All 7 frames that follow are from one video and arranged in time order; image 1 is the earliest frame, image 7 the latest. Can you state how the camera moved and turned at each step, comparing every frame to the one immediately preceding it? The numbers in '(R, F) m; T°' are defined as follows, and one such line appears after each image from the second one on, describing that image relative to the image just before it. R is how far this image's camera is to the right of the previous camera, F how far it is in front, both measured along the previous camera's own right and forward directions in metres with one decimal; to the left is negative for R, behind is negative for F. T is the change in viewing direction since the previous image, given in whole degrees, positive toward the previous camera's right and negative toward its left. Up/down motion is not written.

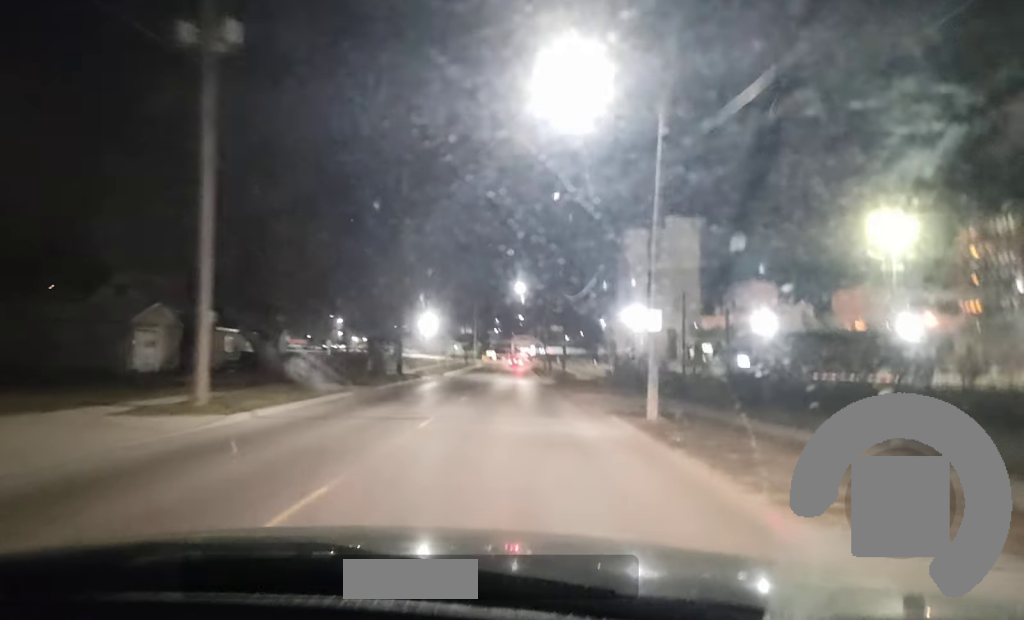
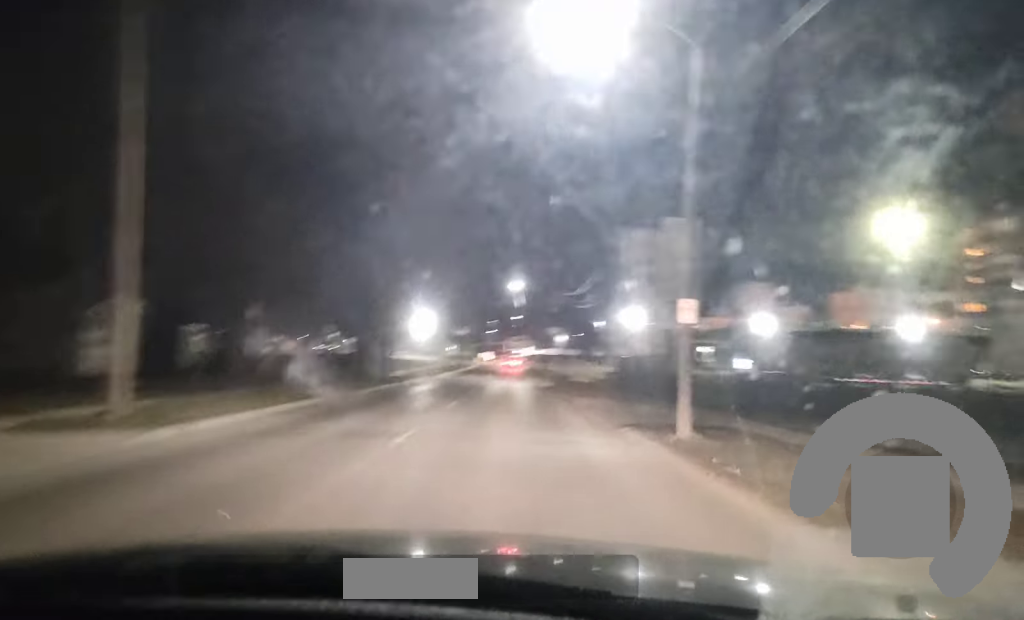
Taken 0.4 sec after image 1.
(-0.1, +4.2) m; 0°
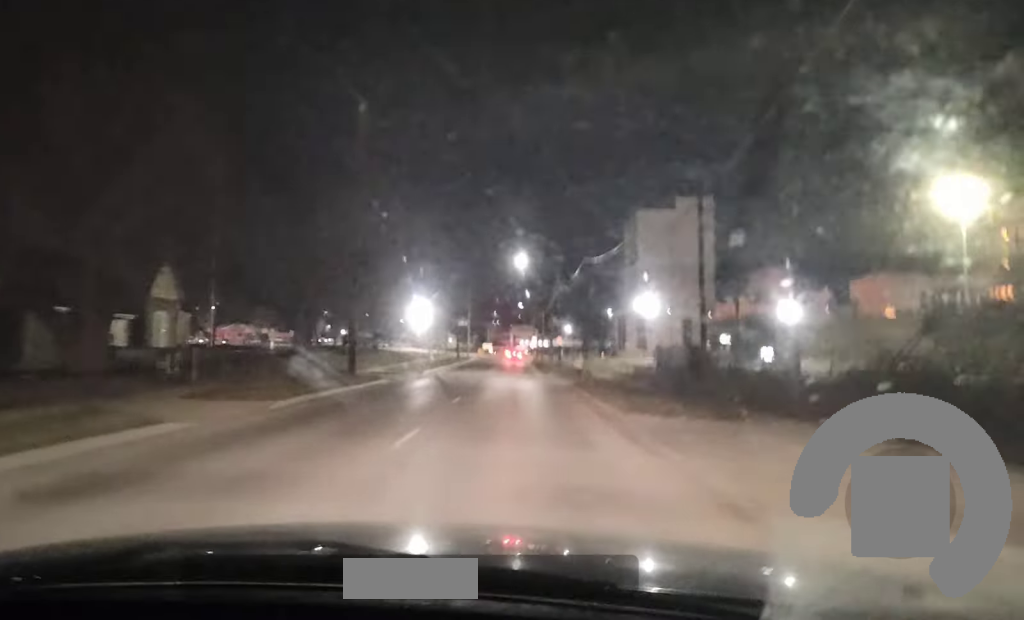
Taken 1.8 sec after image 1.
(+0.2, +13.9) m; +1°
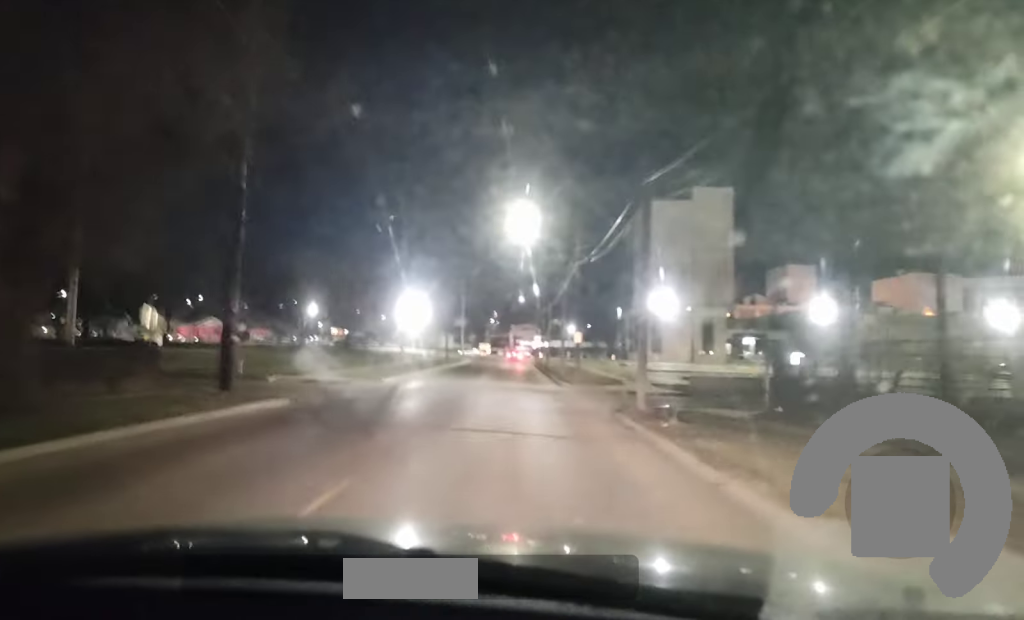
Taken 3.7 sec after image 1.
(+0.1, +19.4) m; +1°
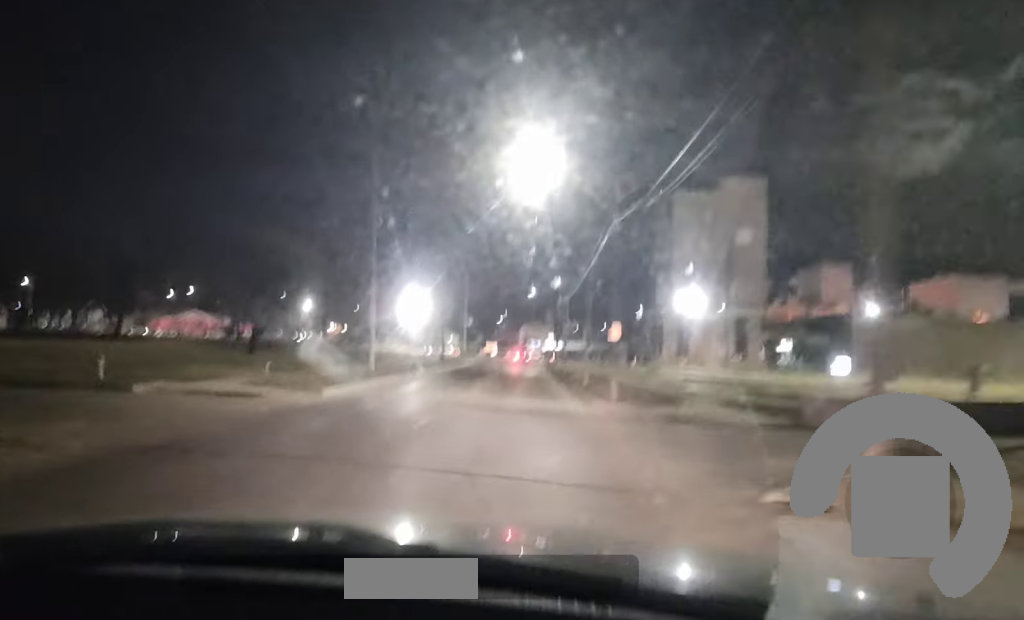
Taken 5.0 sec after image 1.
(+0.2, +13.6) m; 0°
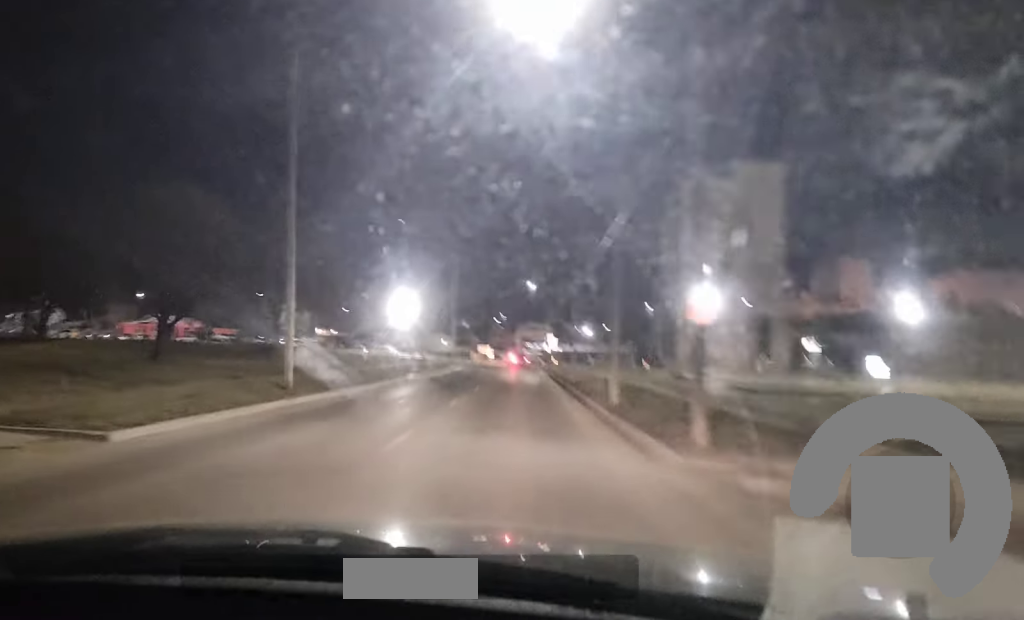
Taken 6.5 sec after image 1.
(-0.2, +14.7) m; -1°
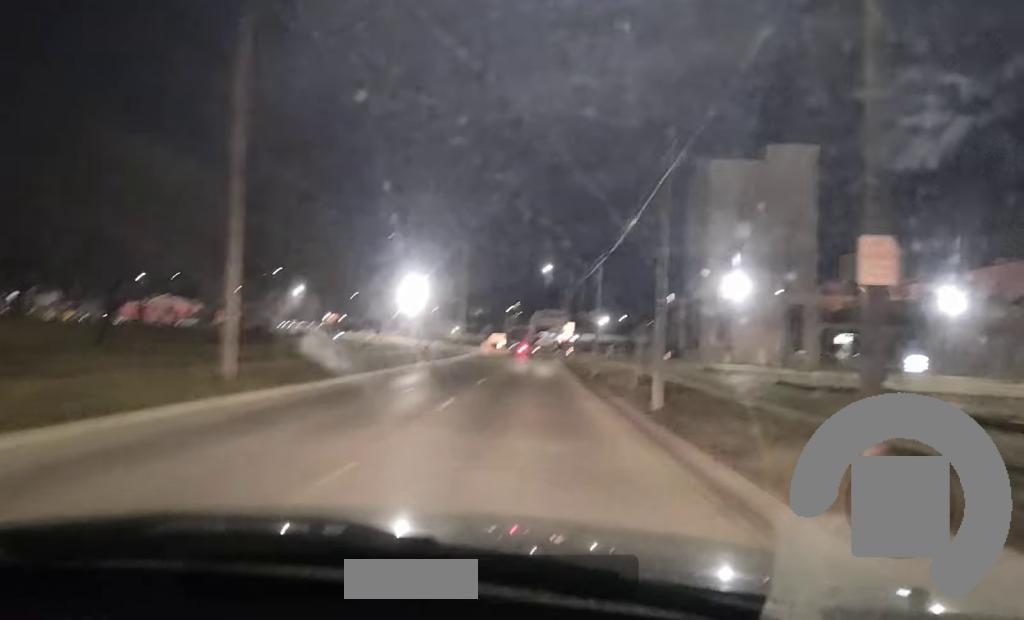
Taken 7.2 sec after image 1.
(0.0, +7.2) m; 0°
